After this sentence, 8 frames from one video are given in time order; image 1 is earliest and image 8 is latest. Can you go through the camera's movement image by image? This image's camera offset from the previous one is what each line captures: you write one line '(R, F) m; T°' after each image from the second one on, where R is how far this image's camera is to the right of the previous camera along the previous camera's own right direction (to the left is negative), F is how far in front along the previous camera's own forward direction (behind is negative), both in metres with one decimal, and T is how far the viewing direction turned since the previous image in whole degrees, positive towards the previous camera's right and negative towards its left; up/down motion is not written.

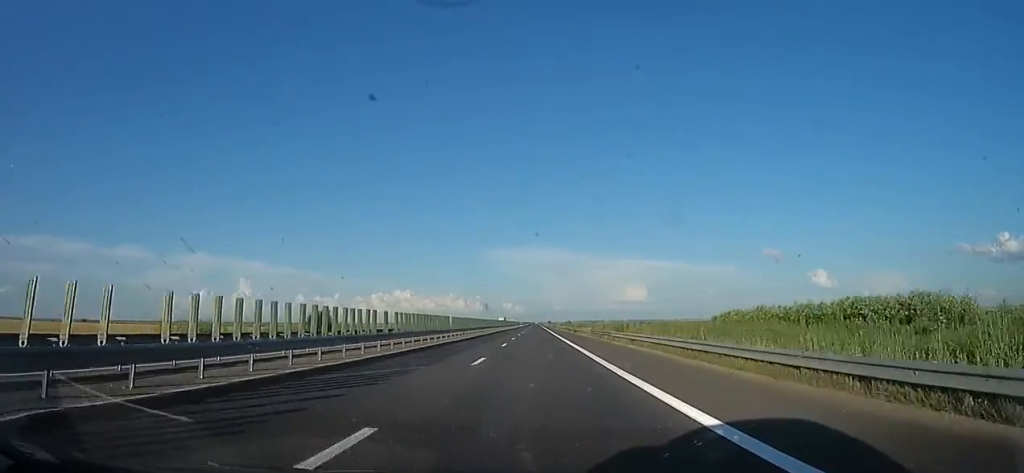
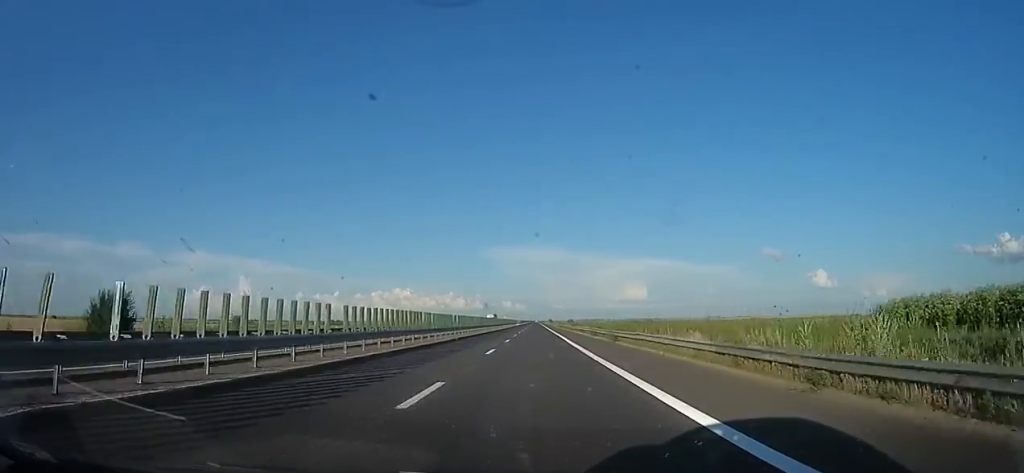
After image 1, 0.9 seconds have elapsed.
(+0.4, +31.6) m; -1°
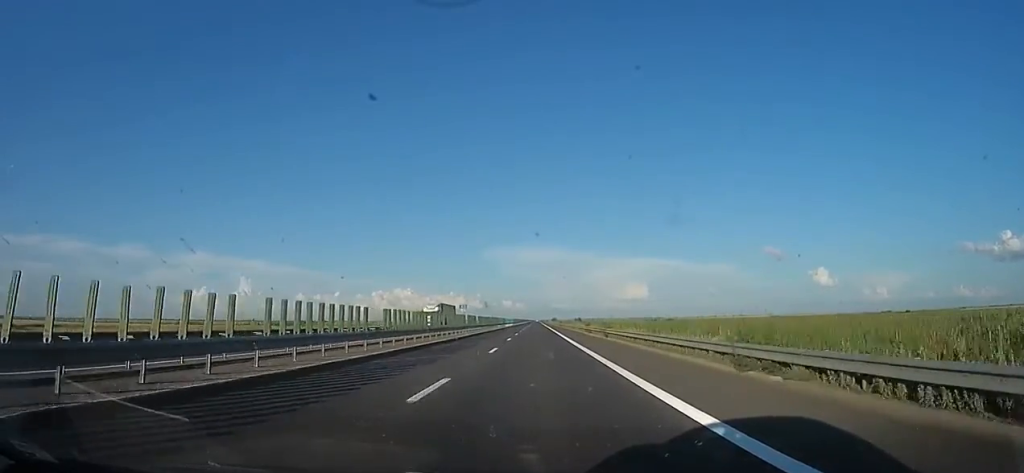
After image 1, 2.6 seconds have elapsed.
(-1.9, +60.2) m; -2°
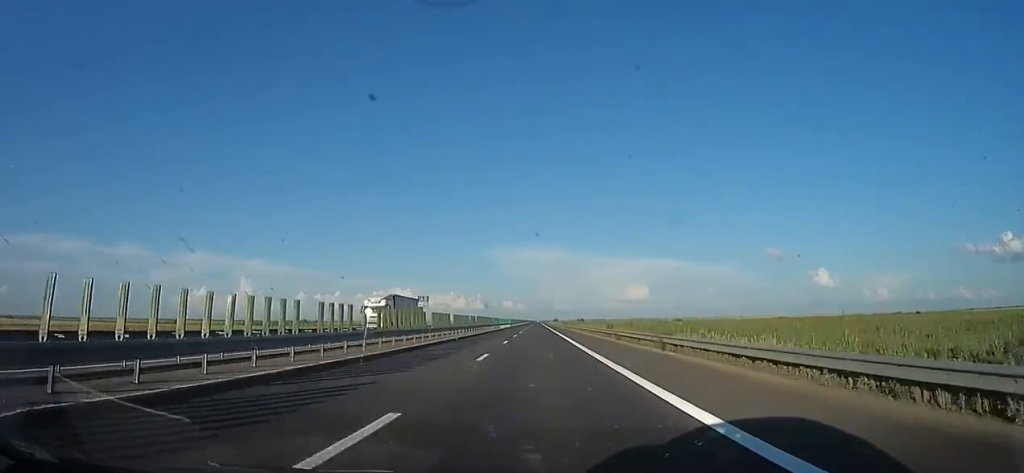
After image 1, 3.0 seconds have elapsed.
(0.0, +16.1) m; +1°
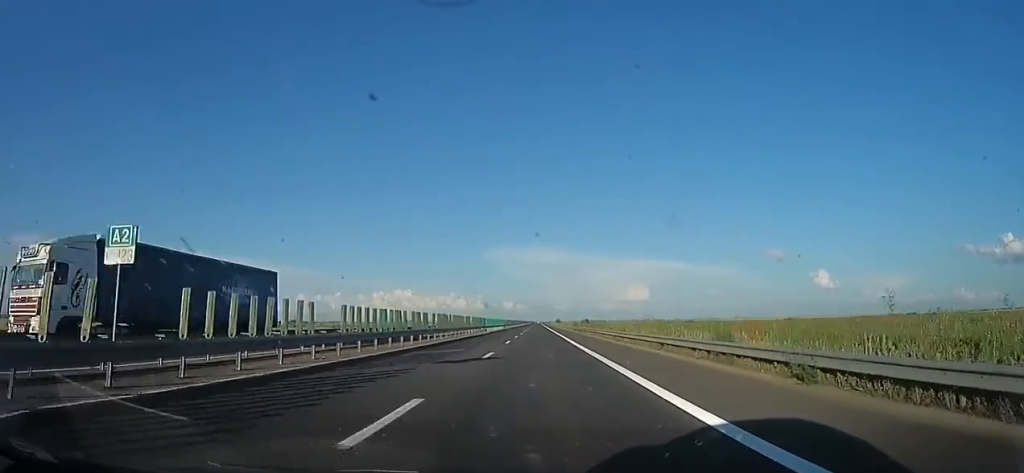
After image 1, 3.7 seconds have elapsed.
(-0.2, +22.7) m; +2°
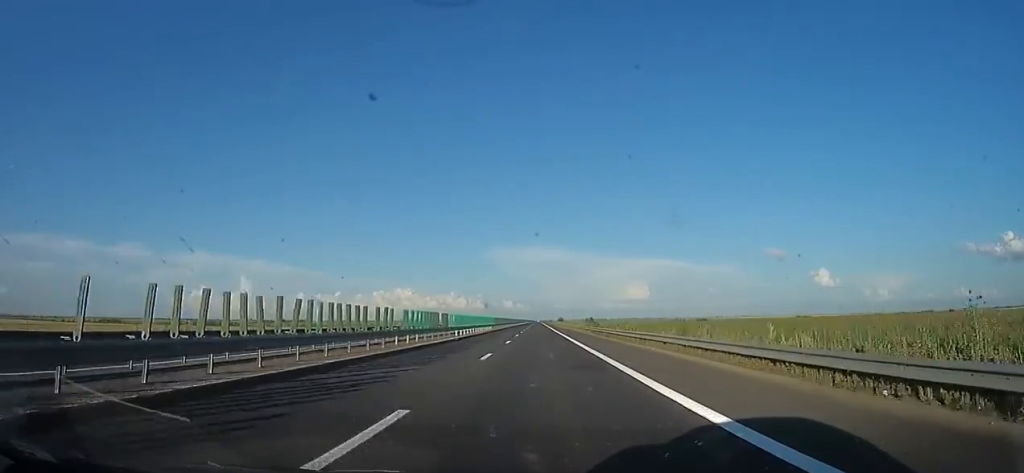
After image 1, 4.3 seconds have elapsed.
(+1.1, +25.2) m; 0°
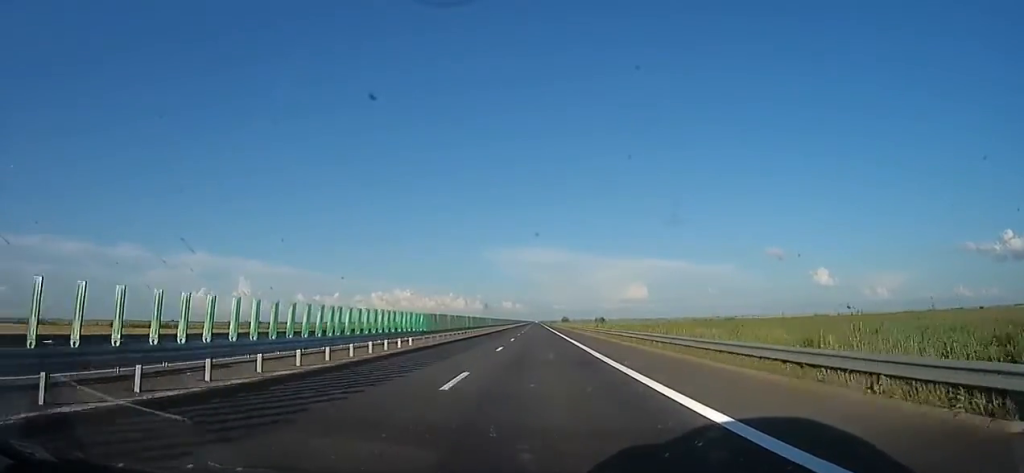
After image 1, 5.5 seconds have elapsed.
(-1.1, +42.5) m; -2°
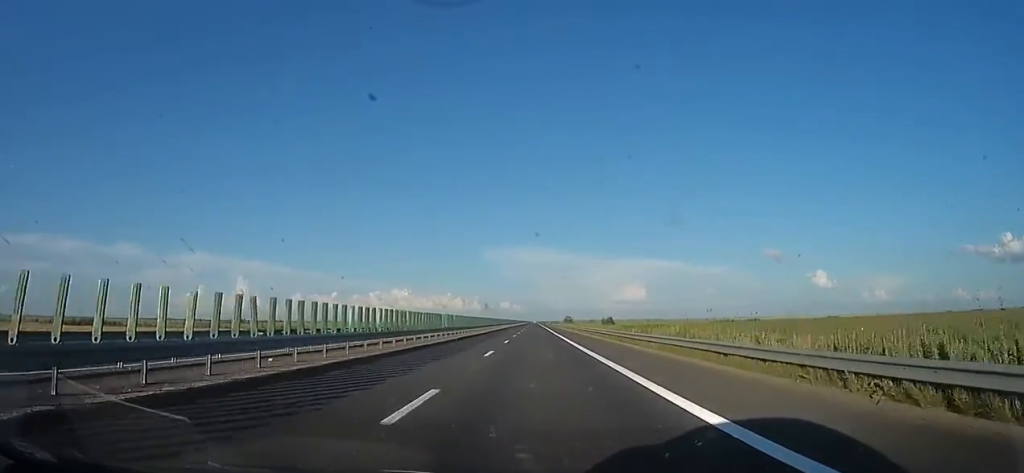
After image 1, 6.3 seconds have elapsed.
(-0.1, +27.4) m; 0°
